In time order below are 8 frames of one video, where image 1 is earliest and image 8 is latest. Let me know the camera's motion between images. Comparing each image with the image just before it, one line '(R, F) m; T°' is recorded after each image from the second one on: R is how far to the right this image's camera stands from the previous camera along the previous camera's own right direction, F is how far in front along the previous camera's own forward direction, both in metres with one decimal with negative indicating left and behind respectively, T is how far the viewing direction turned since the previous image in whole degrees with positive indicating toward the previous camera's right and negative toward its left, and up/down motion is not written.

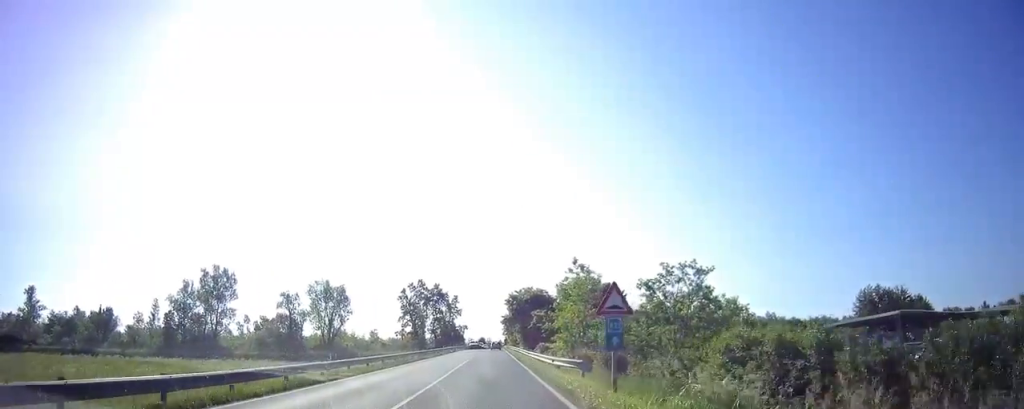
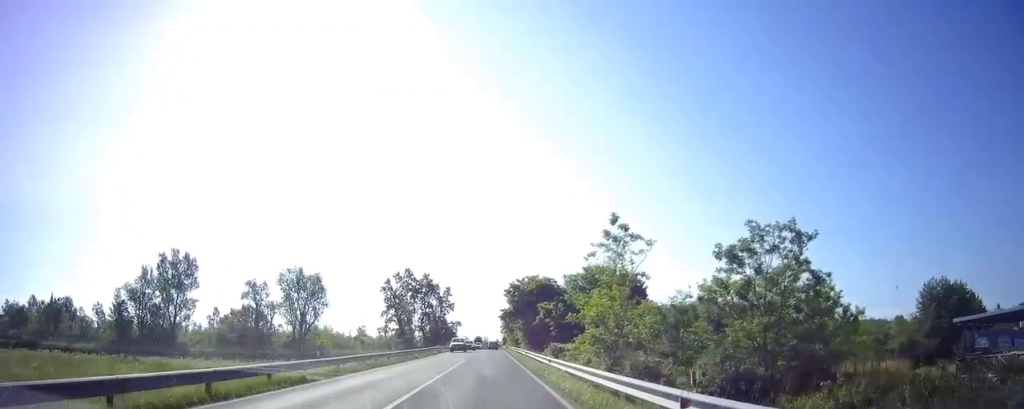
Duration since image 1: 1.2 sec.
(0.0, +17.3) m; -1°
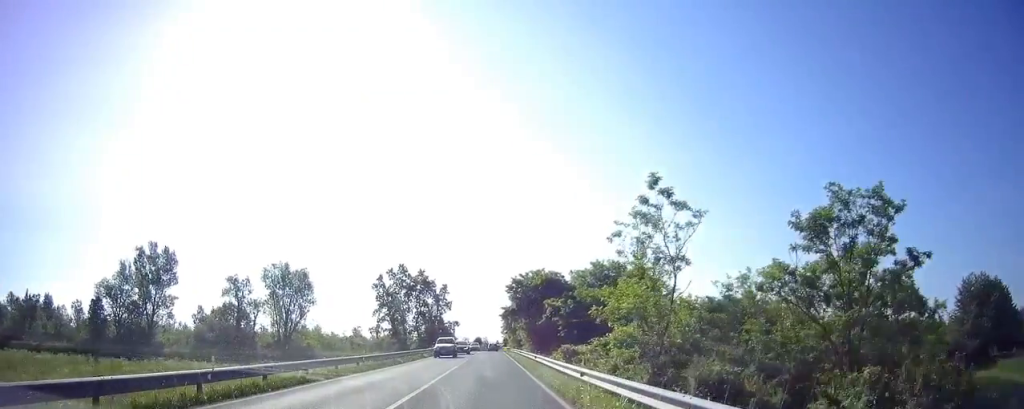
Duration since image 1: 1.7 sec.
(0.0, +8.1) m; -1°
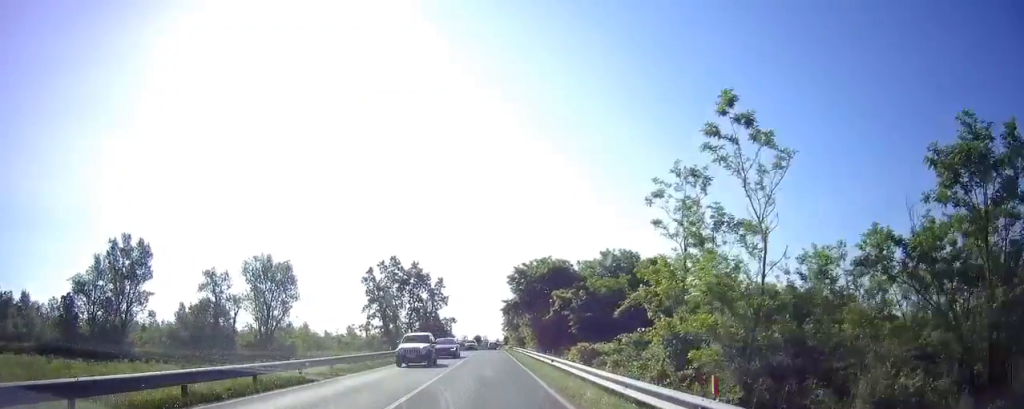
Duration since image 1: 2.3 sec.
(-0.1, +8.4) m; 0°
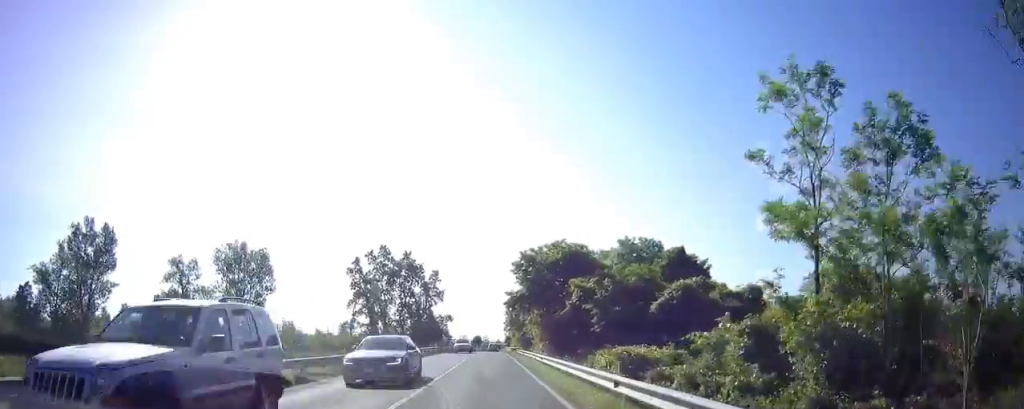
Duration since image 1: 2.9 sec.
(0.0, +10.8) m; 0°
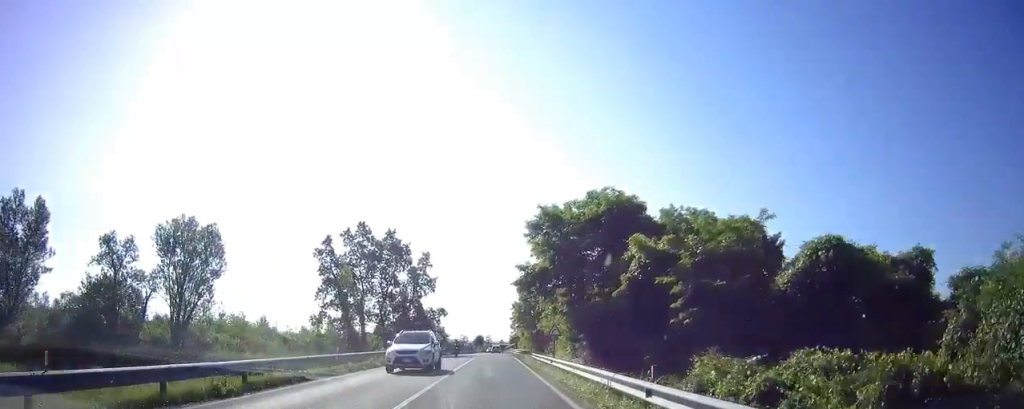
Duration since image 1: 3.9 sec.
(+0.1, +16.8) m; 0°
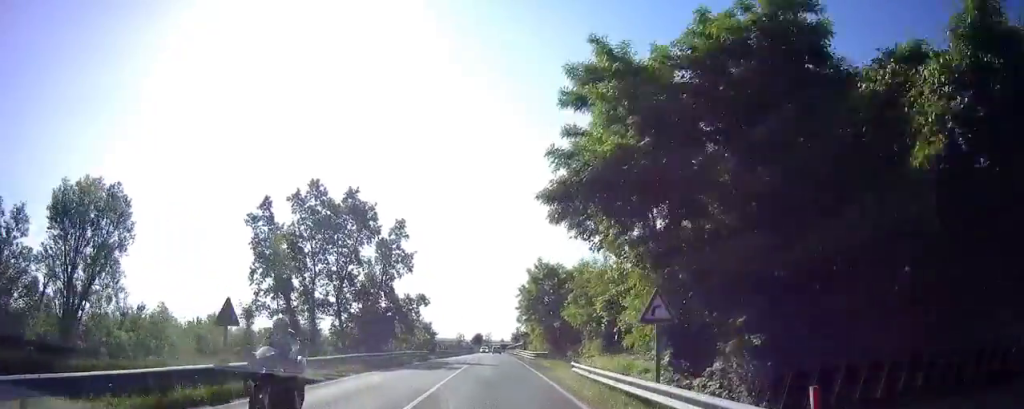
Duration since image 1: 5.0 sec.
(-0.1, +19.0) m; 0°
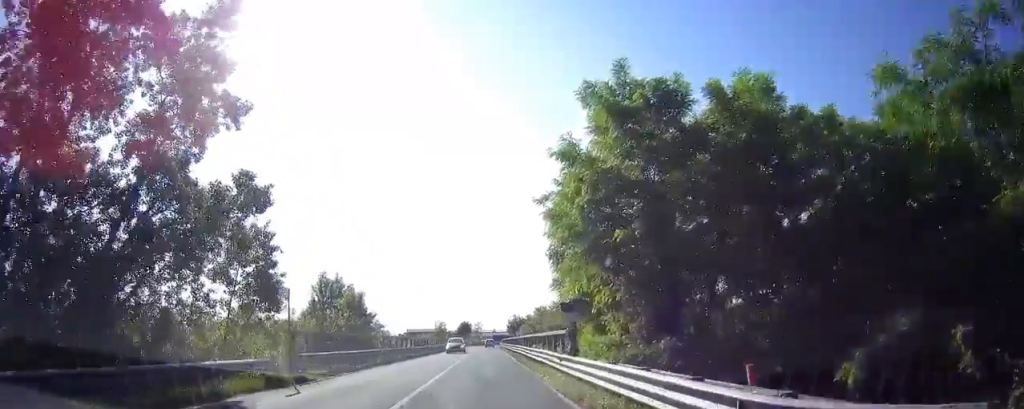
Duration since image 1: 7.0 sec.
(+0.5, +34.0) m; 0°
